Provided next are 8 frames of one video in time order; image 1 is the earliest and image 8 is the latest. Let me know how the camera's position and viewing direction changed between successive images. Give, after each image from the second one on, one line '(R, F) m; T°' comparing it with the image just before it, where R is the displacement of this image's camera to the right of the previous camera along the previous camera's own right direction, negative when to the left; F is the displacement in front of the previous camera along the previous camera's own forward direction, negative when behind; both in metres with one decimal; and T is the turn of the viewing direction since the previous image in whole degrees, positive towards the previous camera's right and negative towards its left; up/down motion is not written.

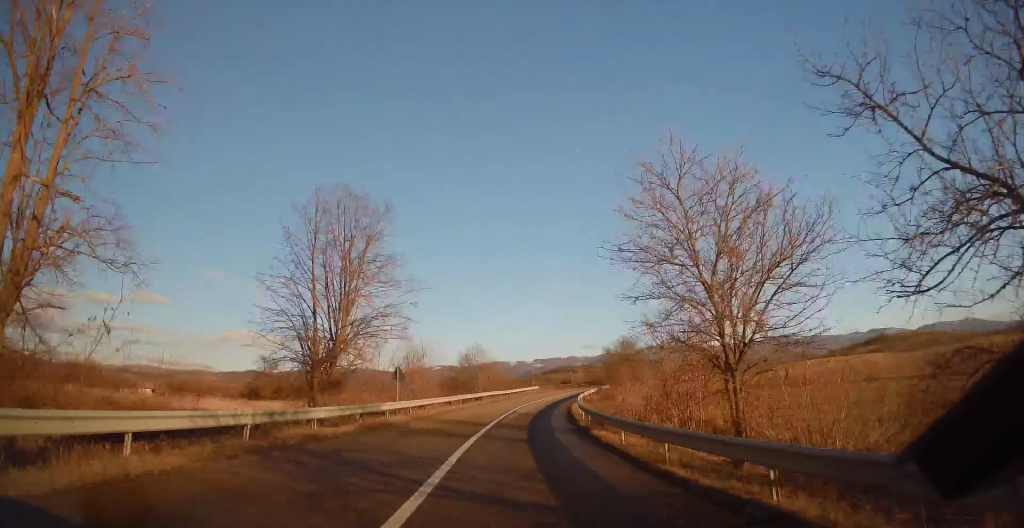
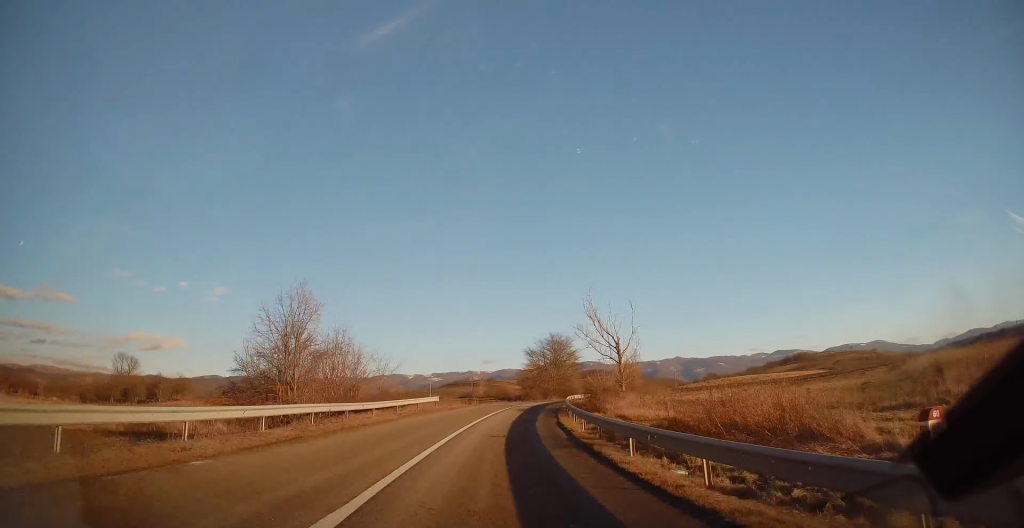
(+2.7, +34.9) m; +10°
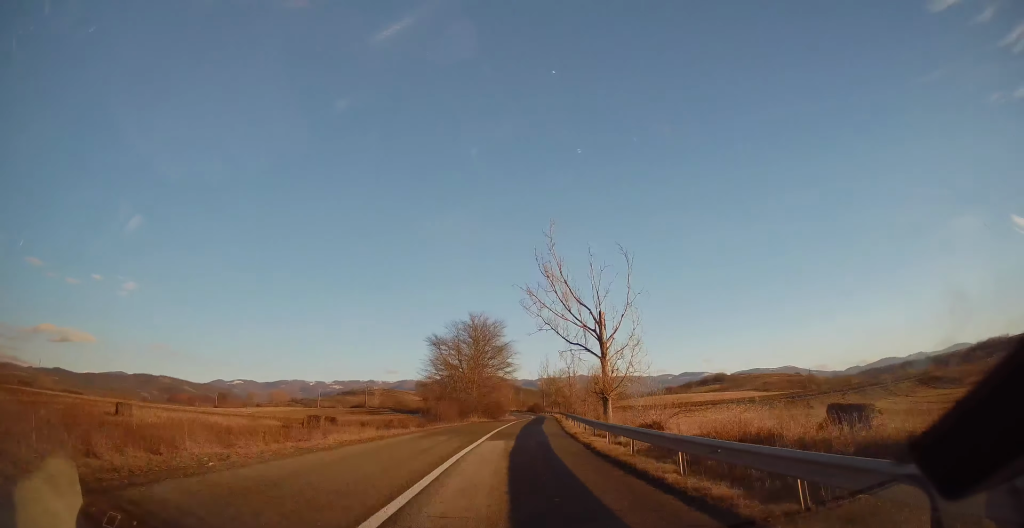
(+4.7, +38.1) m; +12°
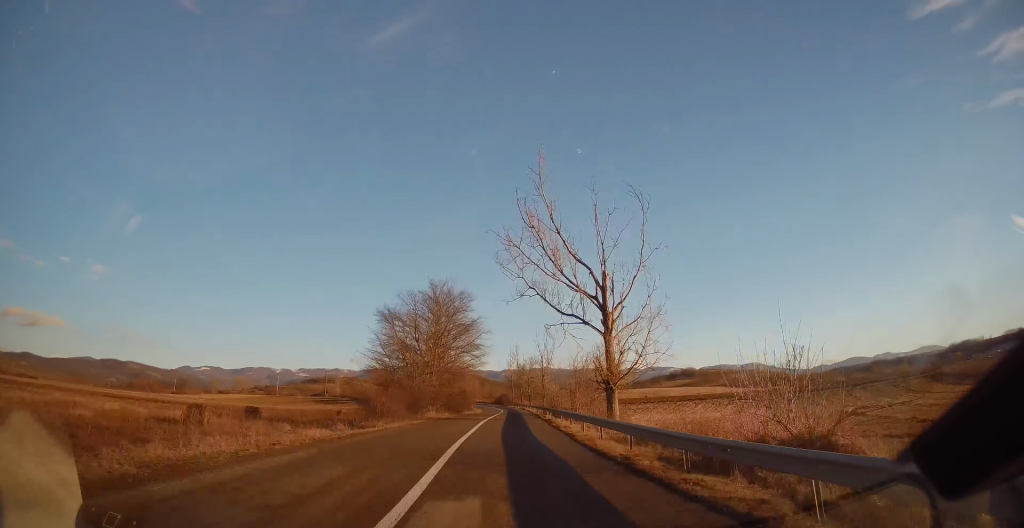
(+0.3, +12.3) m; +2°
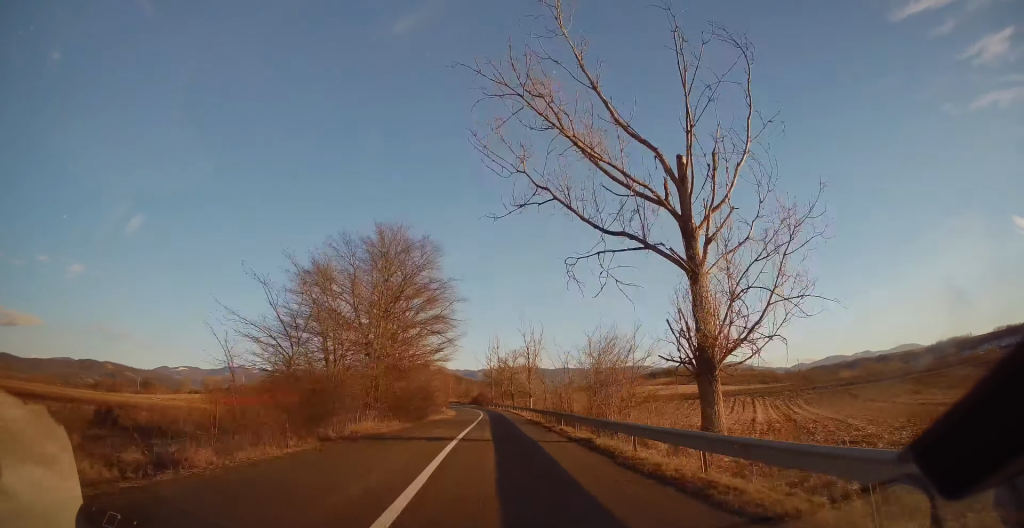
(+0.4, +17.0) m; +1°
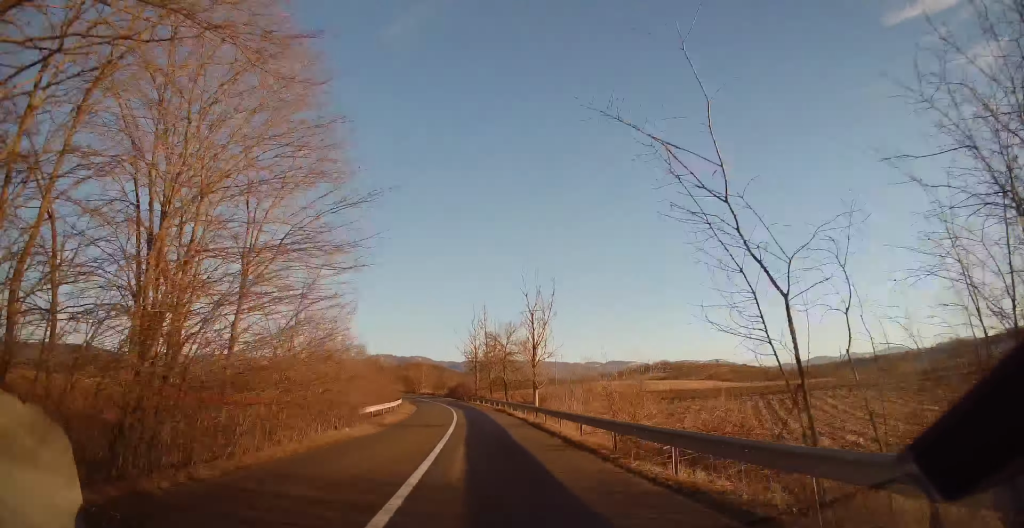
(+0.3, +30.9) m; +1°
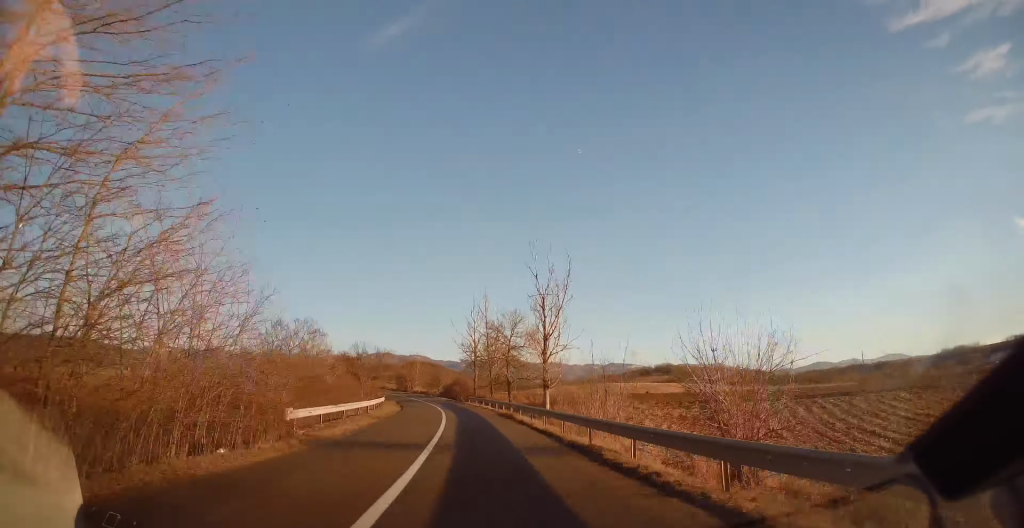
(+0.3, +10.0) m; 0°
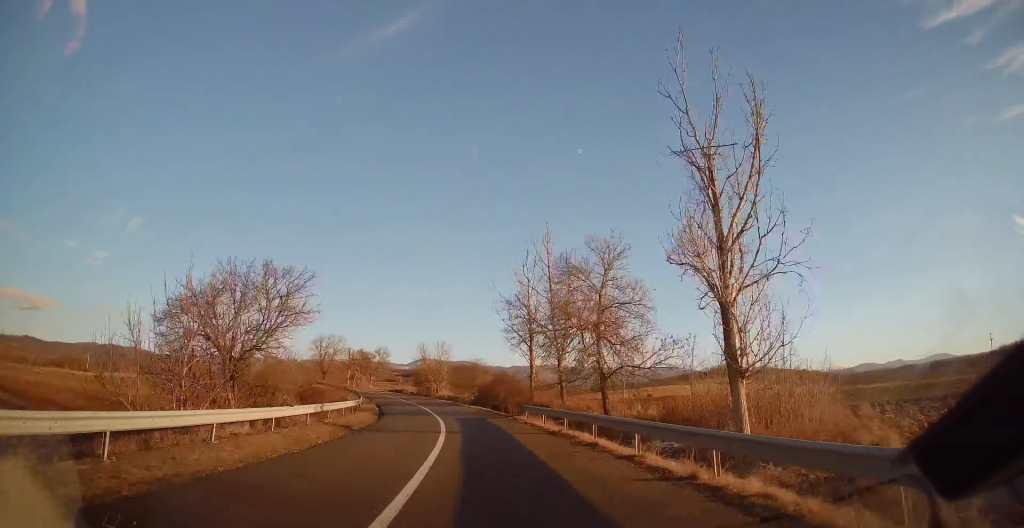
(-1.0, +30.7) m; -6°
